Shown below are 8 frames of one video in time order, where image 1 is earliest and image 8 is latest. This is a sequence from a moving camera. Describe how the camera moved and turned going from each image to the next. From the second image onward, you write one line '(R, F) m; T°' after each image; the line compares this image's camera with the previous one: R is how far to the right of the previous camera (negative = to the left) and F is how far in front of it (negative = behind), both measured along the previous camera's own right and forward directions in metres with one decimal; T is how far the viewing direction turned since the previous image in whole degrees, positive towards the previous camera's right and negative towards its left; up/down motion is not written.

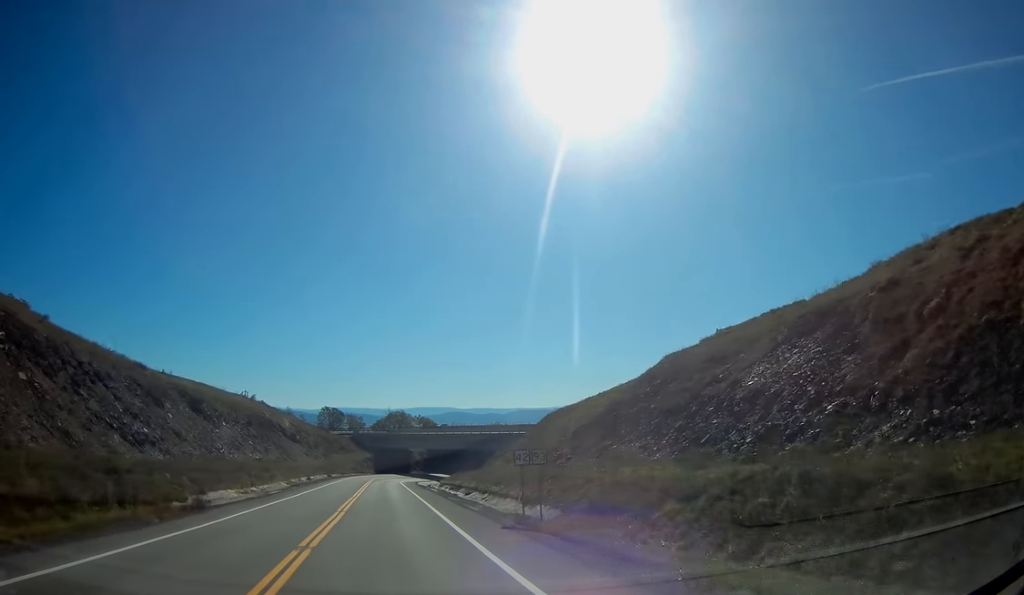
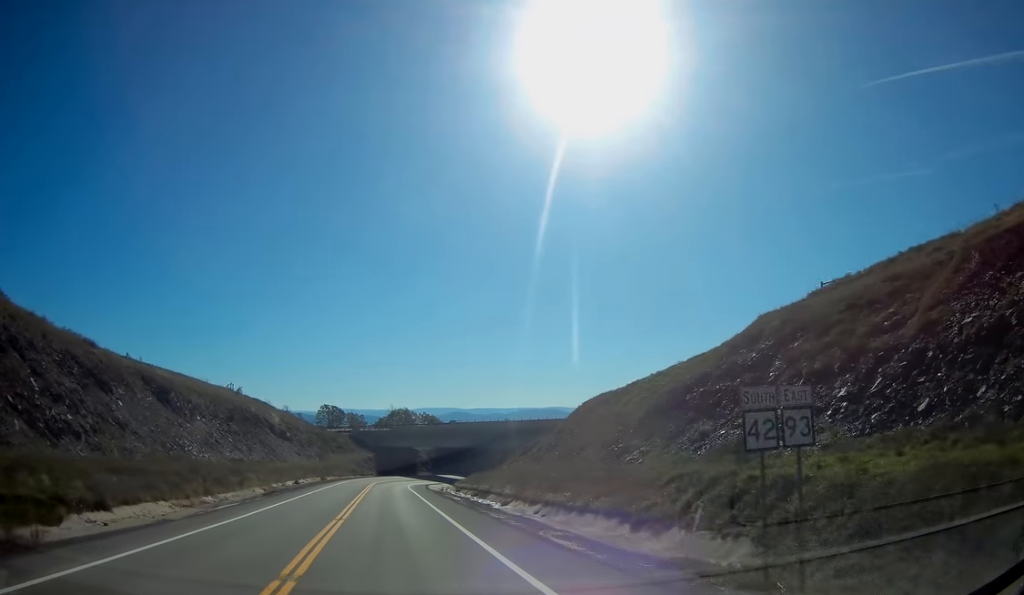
(-0.2, +15.7) m; -1°
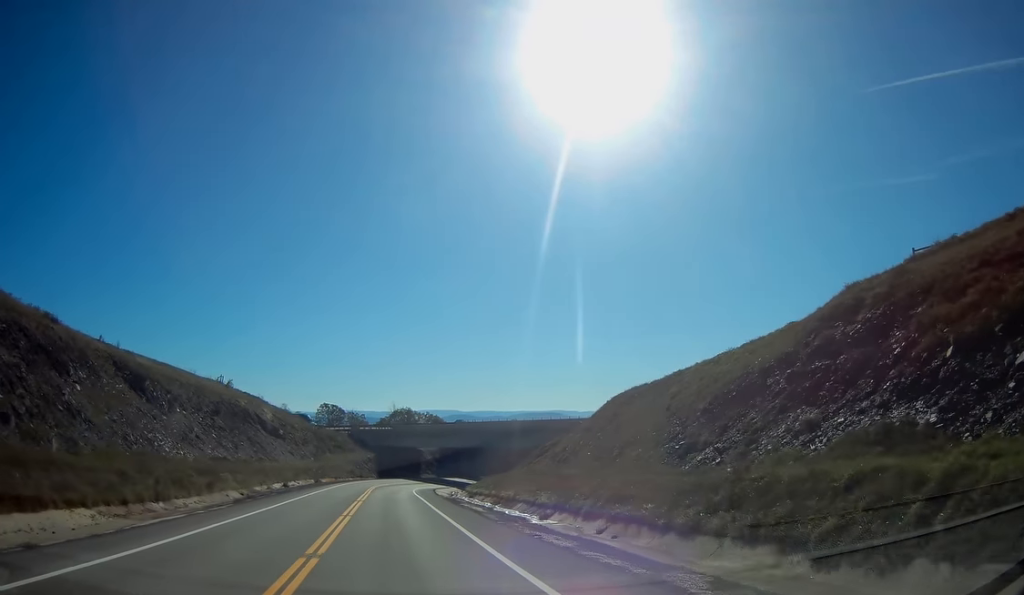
(0.0, +9.5) m; 0°
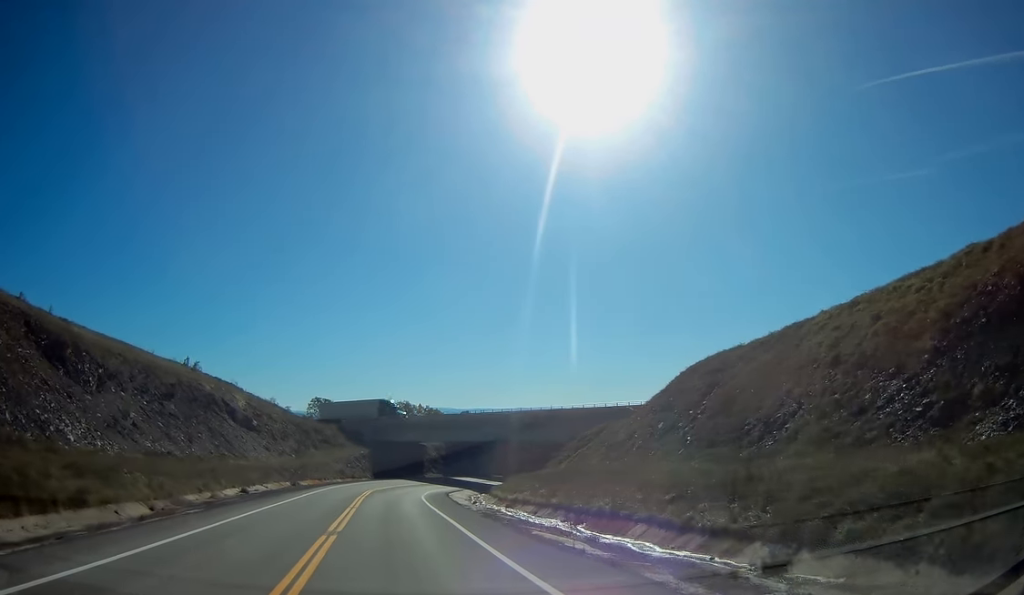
(0.0, +19.0) m; +1°
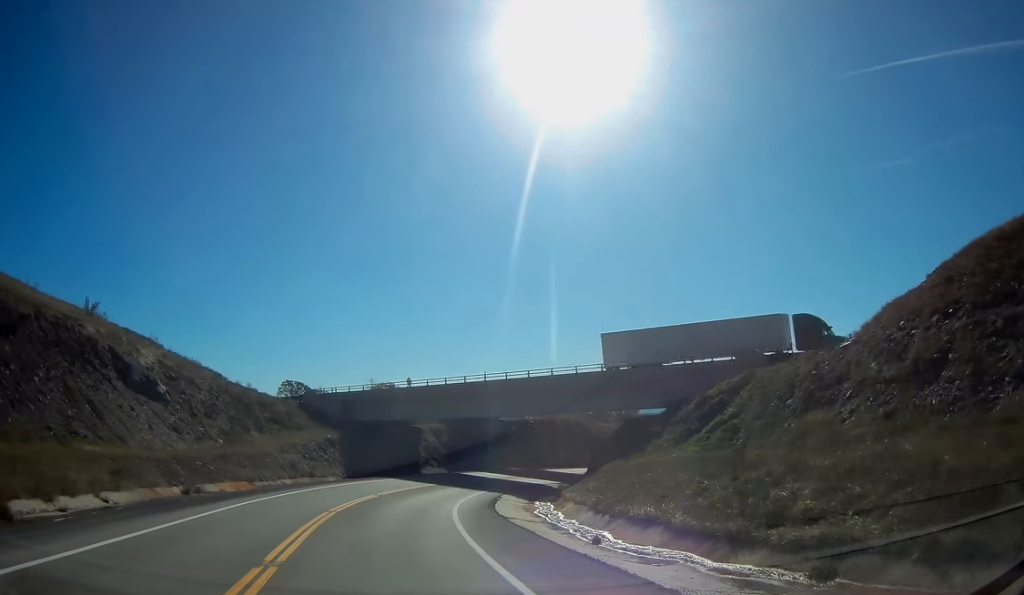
(+0.7, +31.3) m; +4°
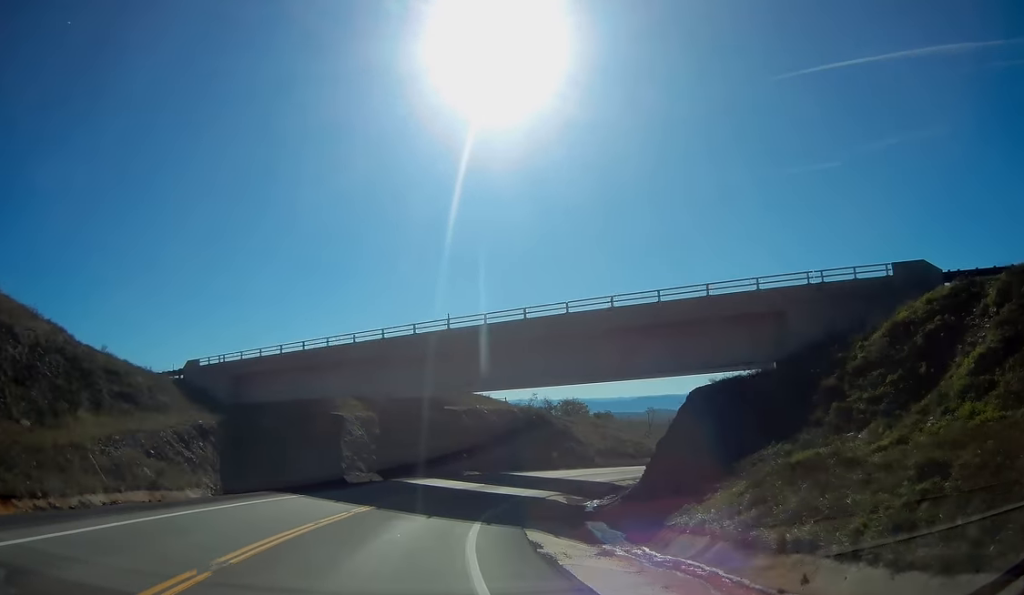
(+1.2, +23.4) m; +5°
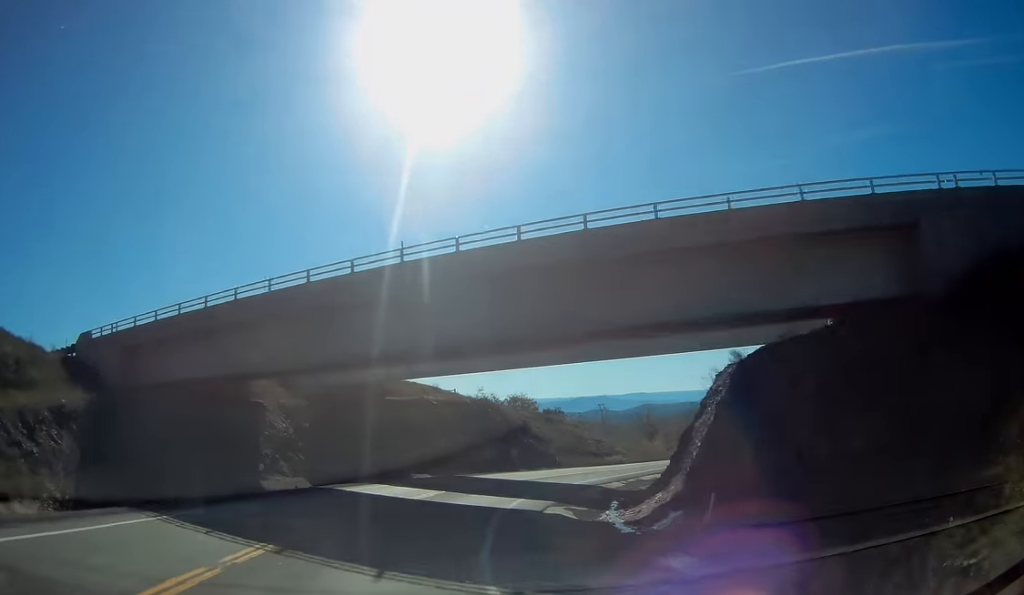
(+0.1, +11.9) m; +4°
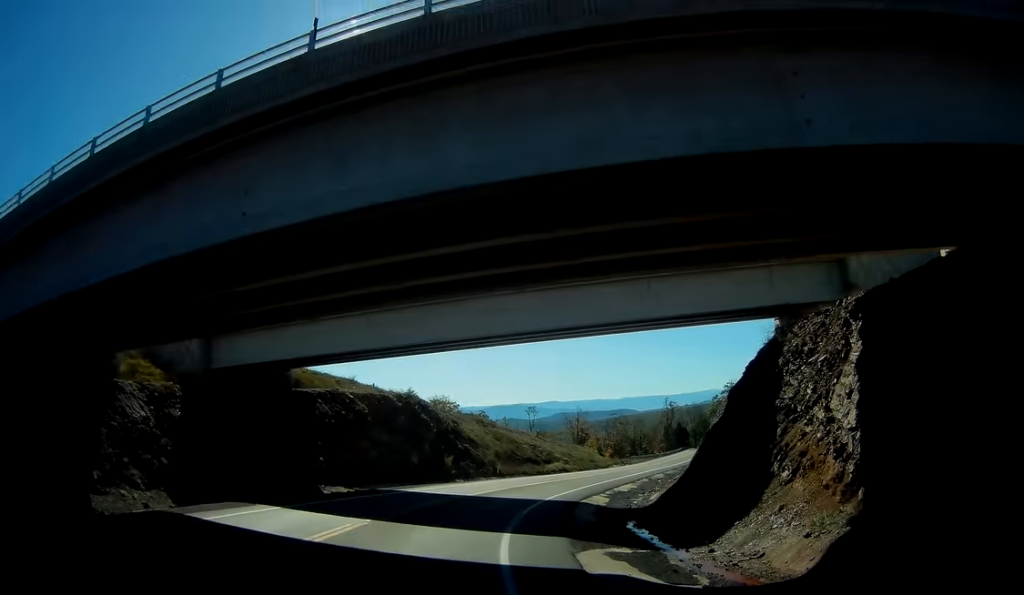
(+0.8, +13.5) m; +7°
